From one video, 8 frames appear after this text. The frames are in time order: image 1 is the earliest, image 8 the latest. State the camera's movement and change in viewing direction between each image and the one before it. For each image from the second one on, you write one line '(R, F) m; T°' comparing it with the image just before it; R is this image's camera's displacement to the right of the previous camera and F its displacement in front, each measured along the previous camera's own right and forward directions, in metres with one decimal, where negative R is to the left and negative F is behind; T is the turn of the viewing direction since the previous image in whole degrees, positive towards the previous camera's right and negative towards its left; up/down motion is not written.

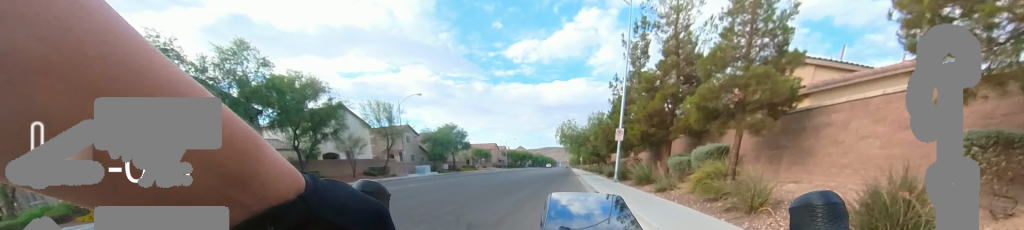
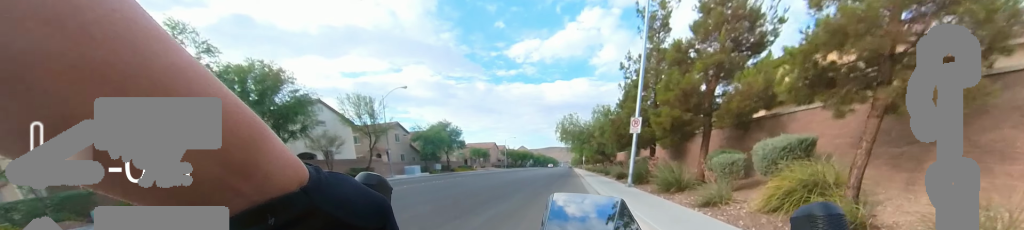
(0.0, +3.7) m; 0°
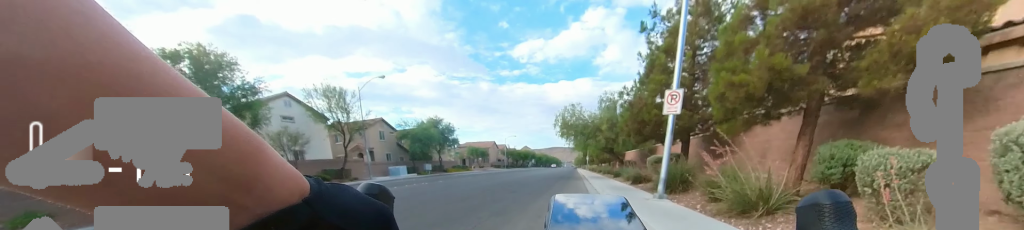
(0.0, +4.6) m; 0°
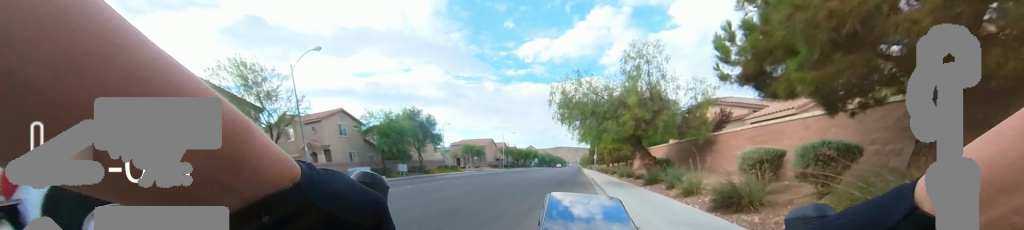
(0.0, +8.4) m; 0°
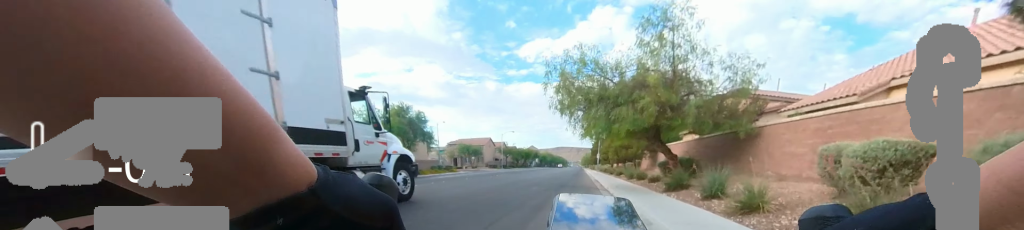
(0.0, +3.0) m; 0°
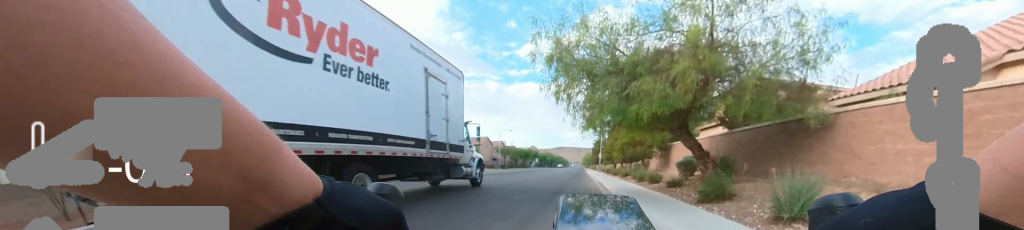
(0.0, +3.0) m; 0°
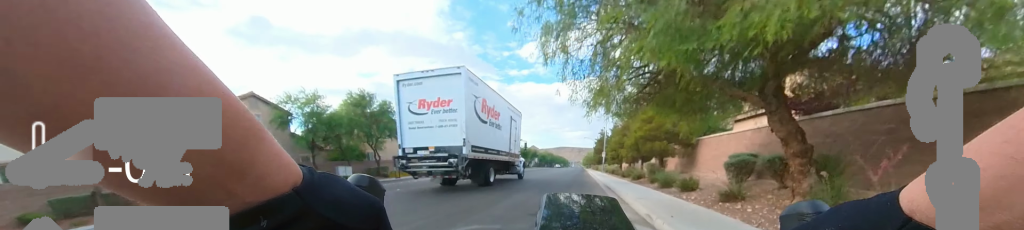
(0.0, +4.3) m; 0°
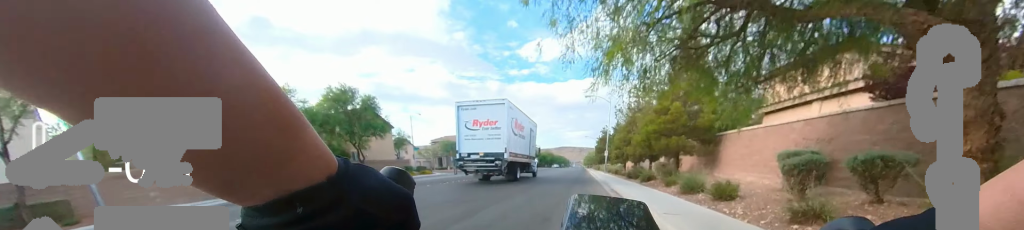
(0.0, +2.7) m; 0°
